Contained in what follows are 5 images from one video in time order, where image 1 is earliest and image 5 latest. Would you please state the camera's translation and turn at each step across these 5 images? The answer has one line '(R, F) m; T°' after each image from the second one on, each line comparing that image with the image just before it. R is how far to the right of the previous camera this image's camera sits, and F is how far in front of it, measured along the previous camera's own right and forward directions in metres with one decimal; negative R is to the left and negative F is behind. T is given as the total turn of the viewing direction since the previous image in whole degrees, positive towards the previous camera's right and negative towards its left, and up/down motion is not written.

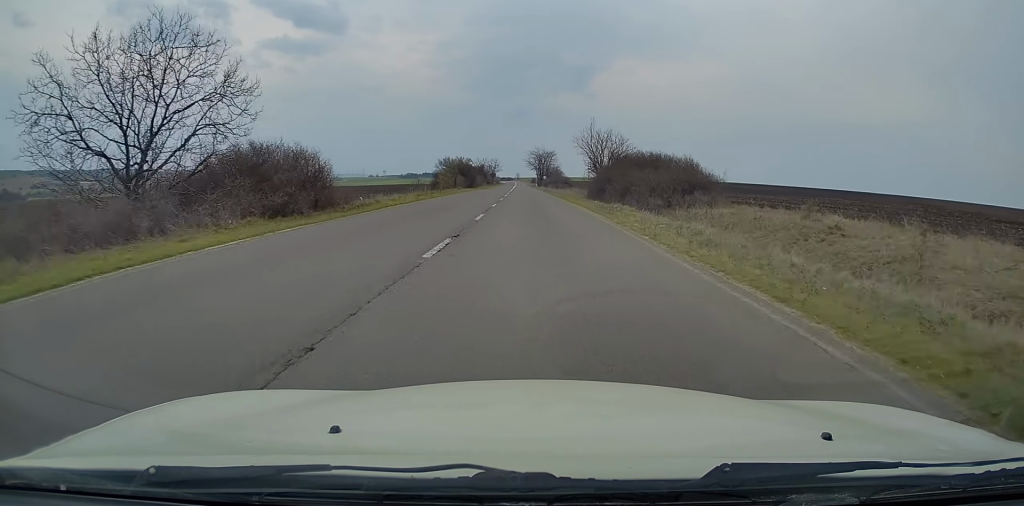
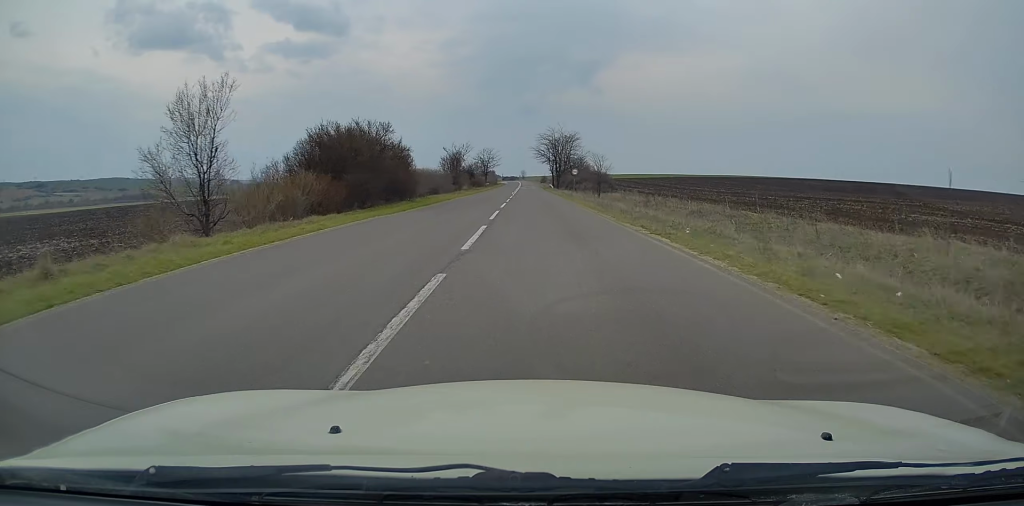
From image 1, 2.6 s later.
(-0.9, +64.3) m; -1°
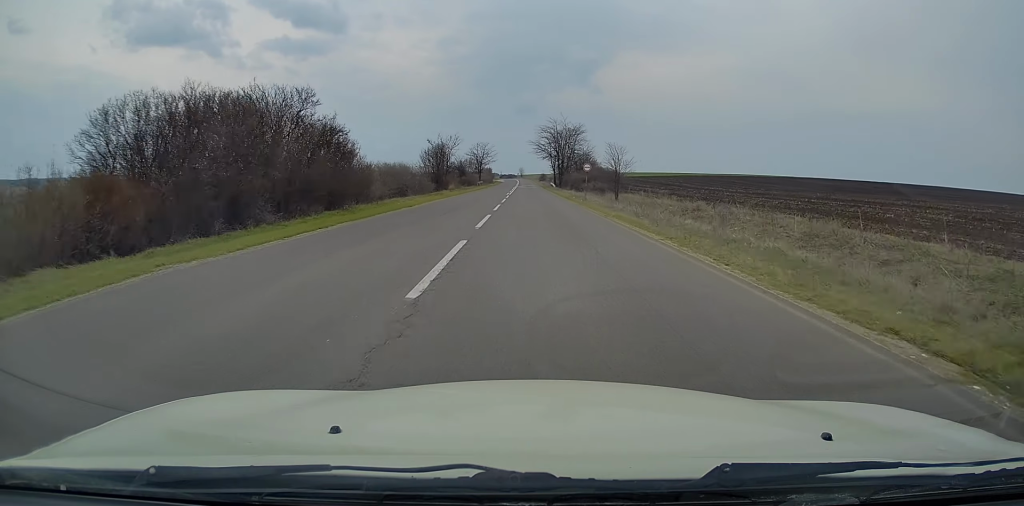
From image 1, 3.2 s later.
(0.0, +13.9) m; 0°
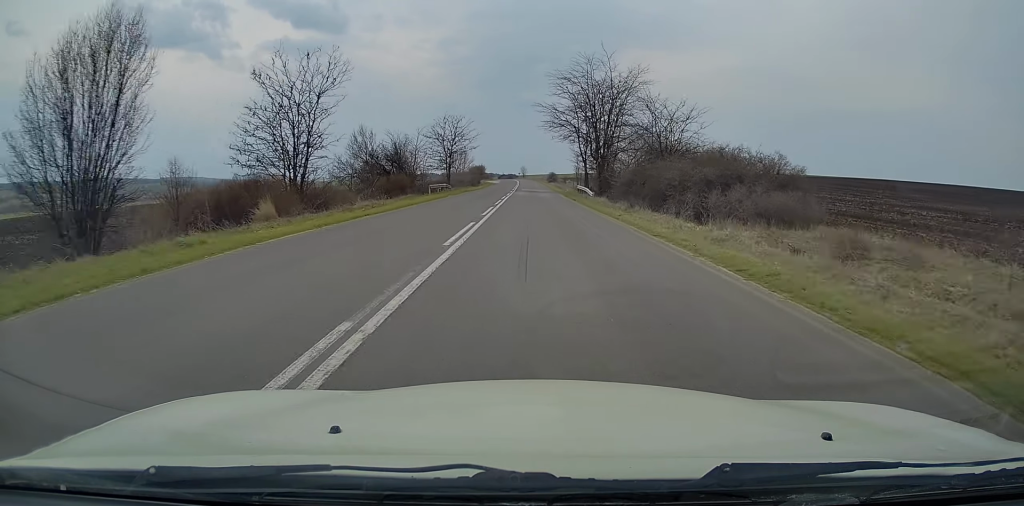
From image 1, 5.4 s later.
(+0.2, +53.7) m; 0°
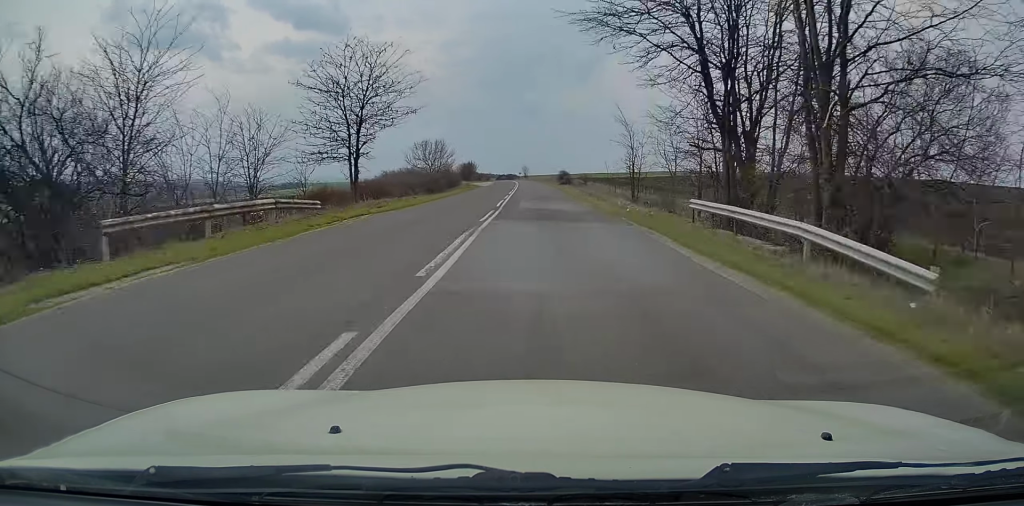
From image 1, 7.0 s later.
(-0.1, +39.8) m; 0°
